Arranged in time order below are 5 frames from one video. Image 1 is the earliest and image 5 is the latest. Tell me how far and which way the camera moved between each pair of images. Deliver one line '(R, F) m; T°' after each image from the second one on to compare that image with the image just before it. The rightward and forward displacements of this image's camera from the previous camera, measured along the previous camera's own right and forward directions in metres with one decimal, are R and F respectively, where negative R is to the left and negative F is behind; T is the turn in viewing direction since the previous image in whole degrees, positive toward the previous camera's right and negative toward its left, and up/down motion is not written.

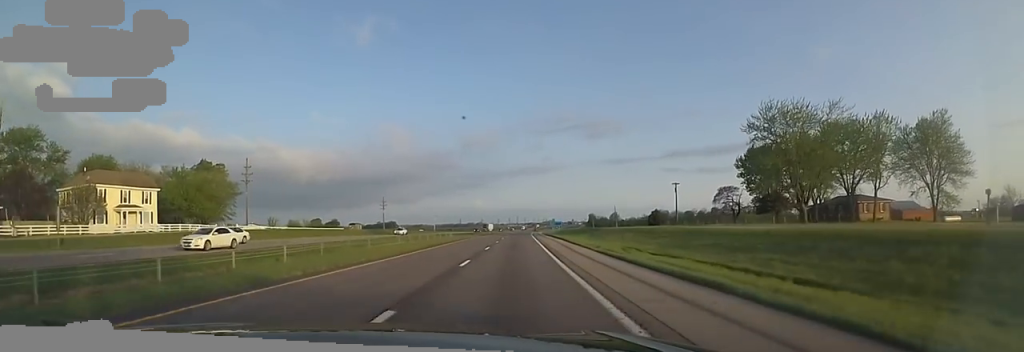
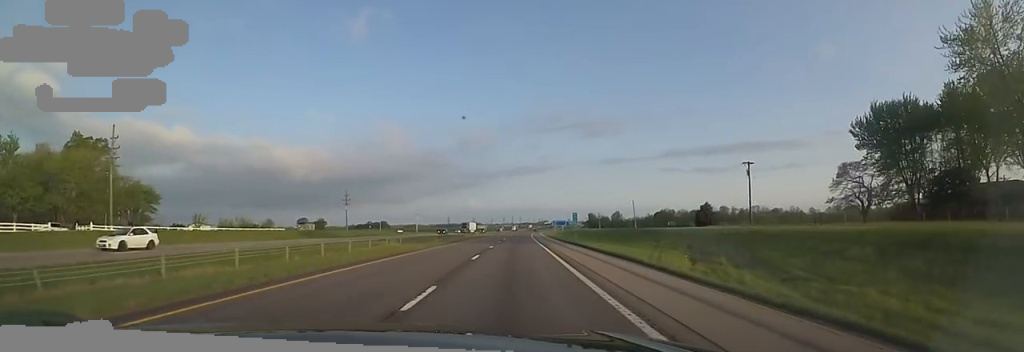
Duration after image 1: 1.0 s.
(+0.5, +33.0) m; +1°
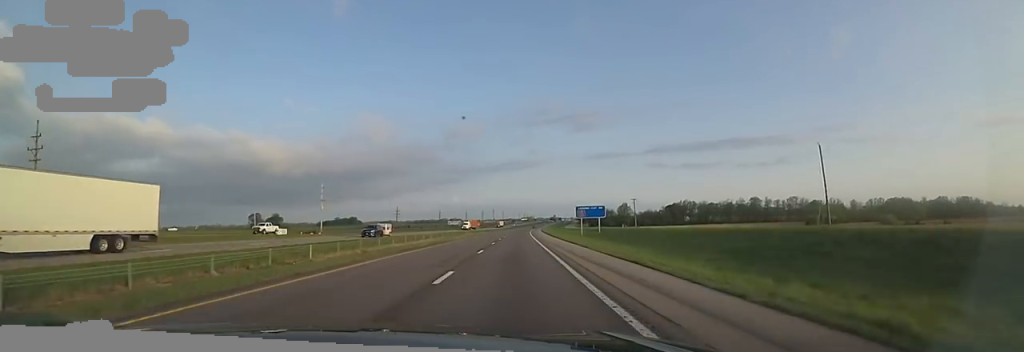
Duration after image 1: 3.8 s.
(+0.4, +94.5) m; +1°
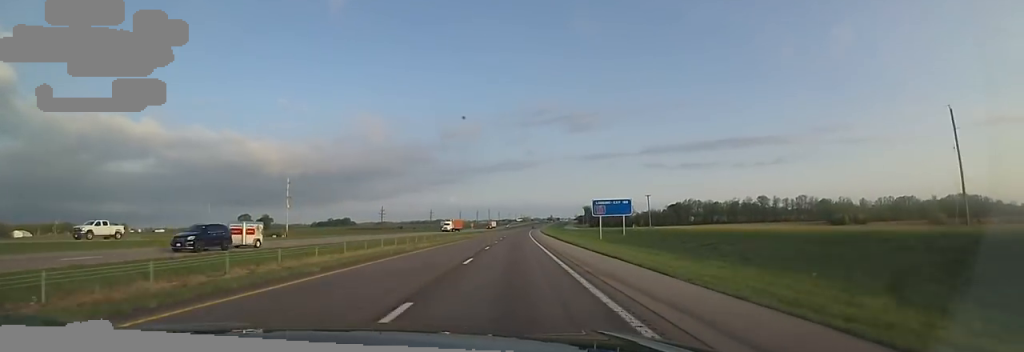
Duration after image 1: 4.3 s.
(-0.1, +18.0) m; +1°
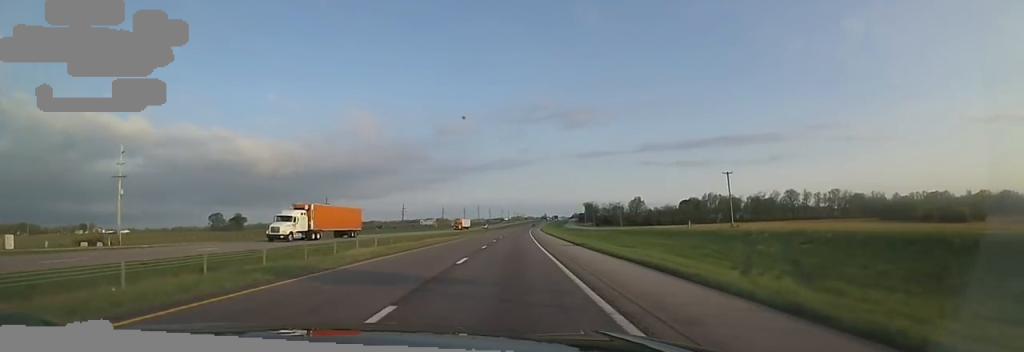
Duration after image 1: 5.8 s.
(+0.3, +49.2) m; +1°
